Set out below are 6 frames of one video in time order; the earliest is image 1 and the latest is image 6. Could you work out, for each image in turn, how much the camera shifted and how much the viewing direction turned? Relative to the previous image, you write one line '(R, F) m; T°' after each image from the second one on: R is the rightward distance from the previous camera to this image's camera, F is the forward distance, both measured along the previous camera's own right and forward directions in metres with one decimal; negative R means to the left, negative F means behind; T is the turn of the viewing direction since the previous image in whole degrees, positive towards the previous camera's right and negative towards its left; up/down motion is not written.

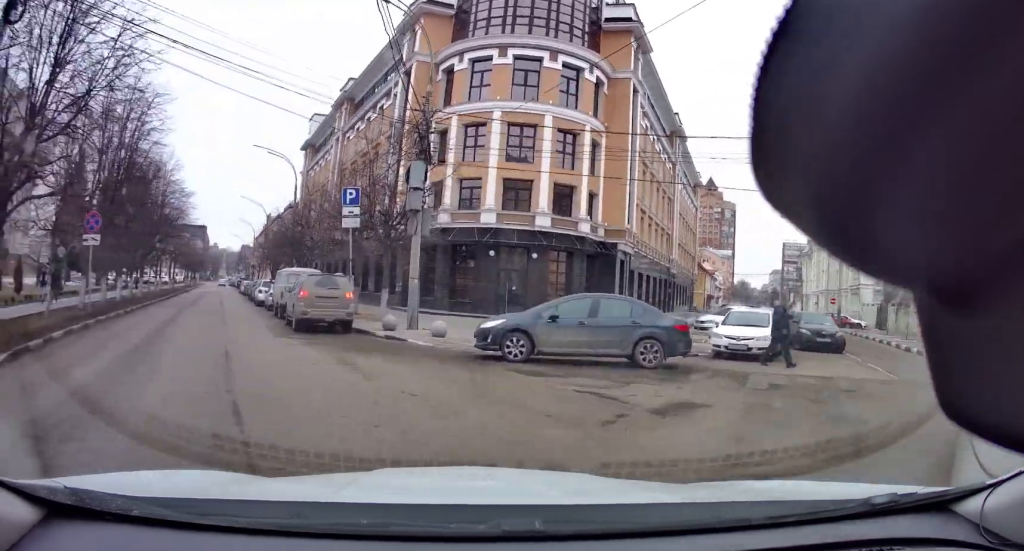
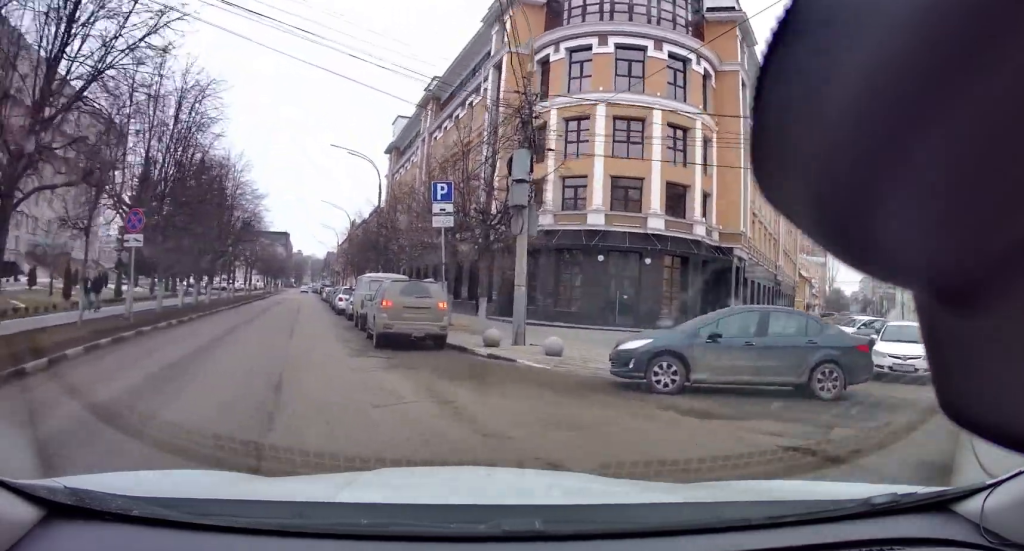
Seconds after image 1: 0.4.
(-0.1, +2.3) m; -4°
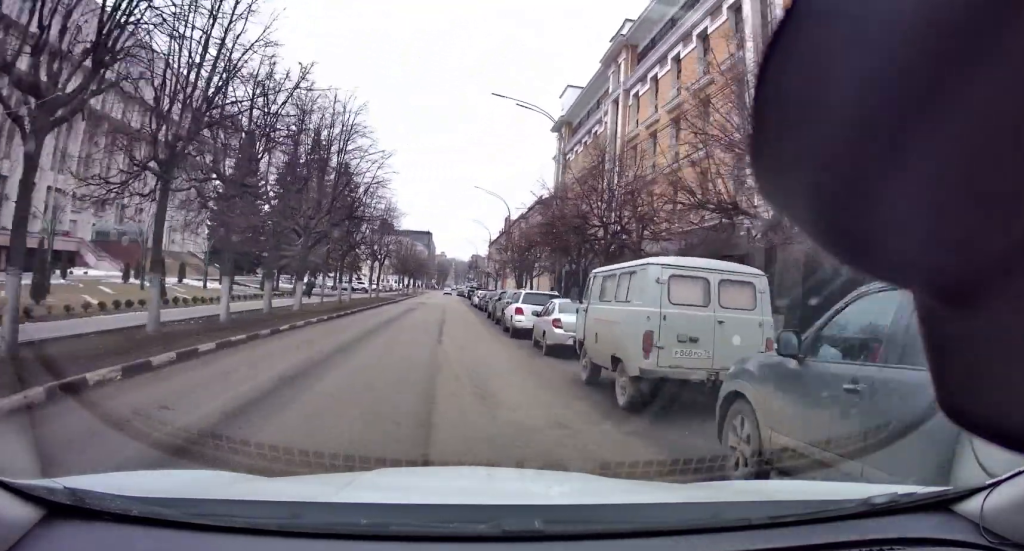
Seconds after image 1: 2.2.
(-1.7, +11.7) m; -15°
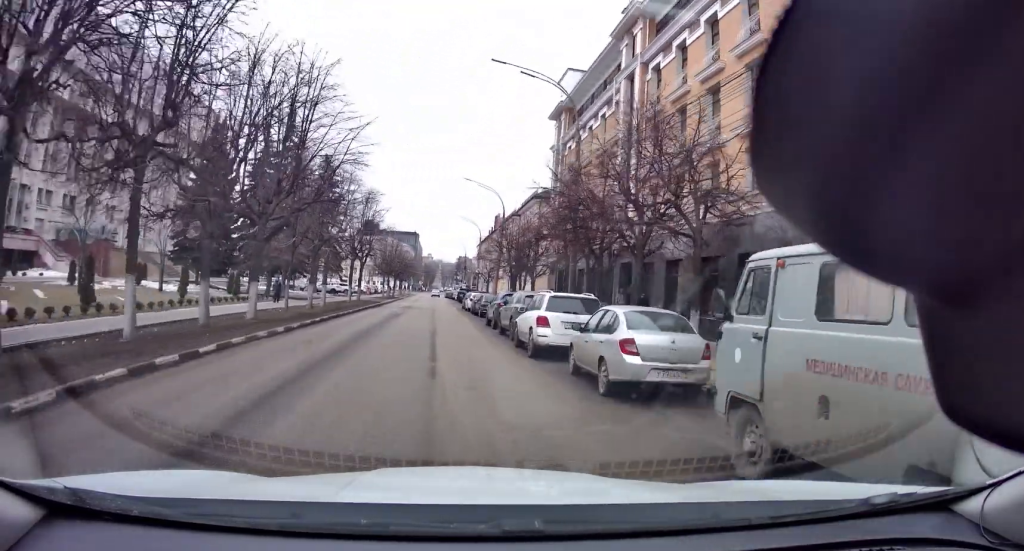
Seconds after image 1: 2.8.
(-0.3, +5.1) m; -2°
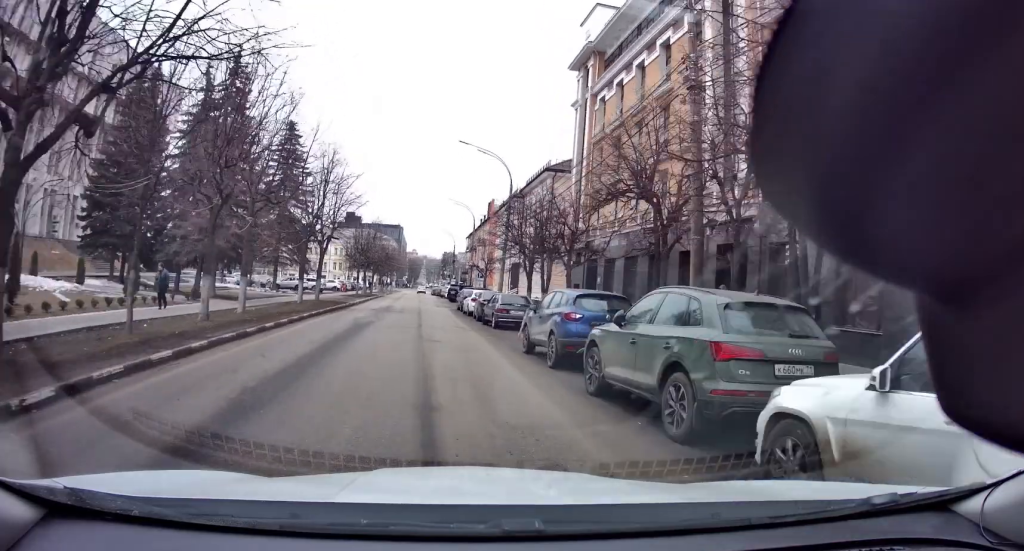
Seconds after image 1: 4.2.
(0.0, +13.2) m; 0°
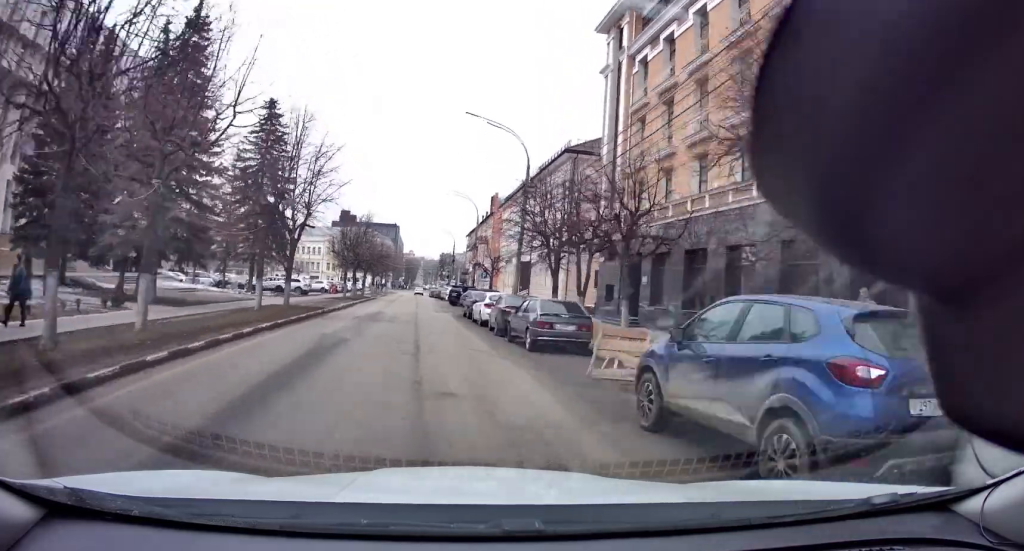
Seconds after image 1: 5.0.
(-0.1, +7.6) m; +1°
